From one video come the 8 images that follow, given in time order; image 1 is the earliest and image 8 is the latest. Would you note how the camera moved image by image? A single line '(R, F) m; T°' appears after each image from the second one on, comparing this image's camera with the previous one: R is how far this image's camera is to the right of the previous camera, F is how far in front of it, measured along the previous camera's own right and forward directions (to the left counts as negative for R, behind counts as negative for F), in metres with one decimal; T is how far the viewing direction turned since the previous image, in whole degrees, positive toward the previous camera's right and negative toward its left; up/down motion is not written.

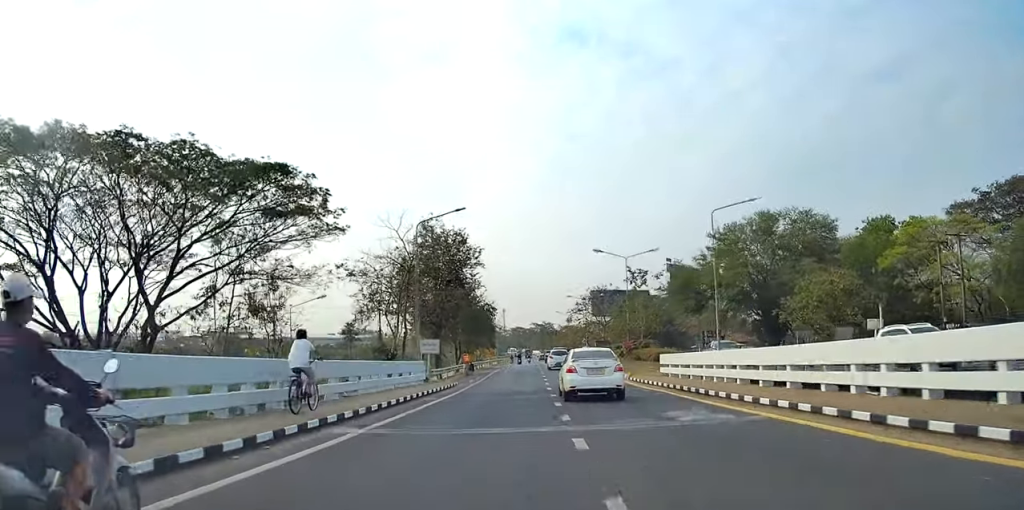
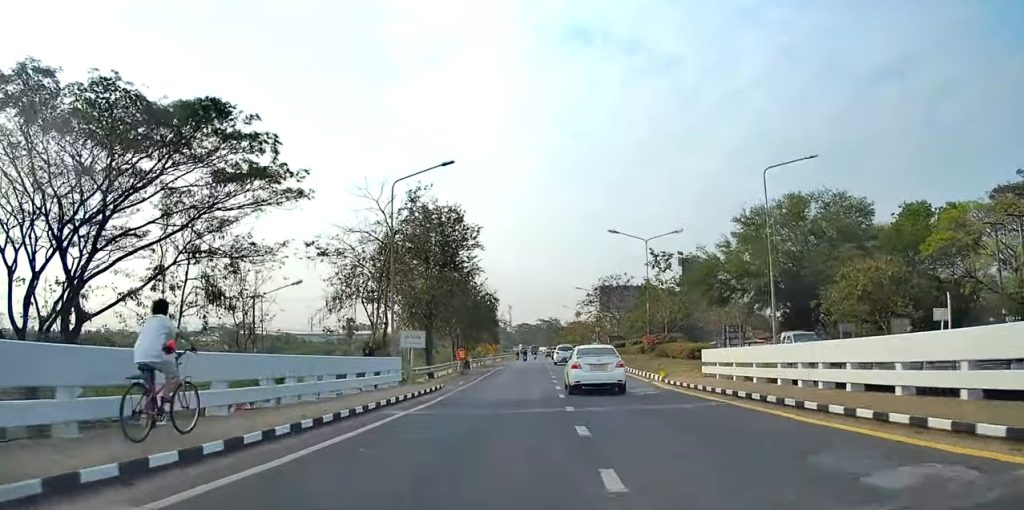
(0.0, +7.6) m; 0°
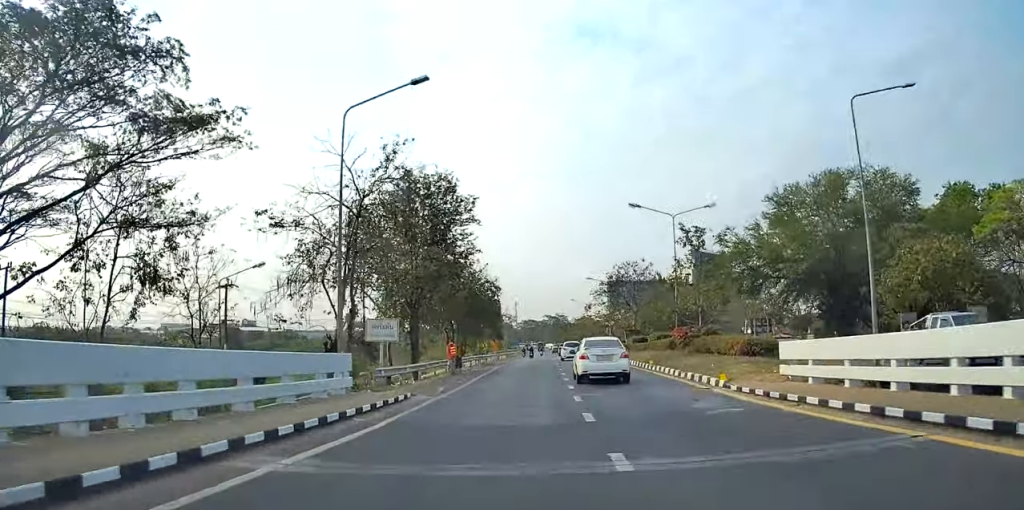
(0.0, +8.4) m; 0°
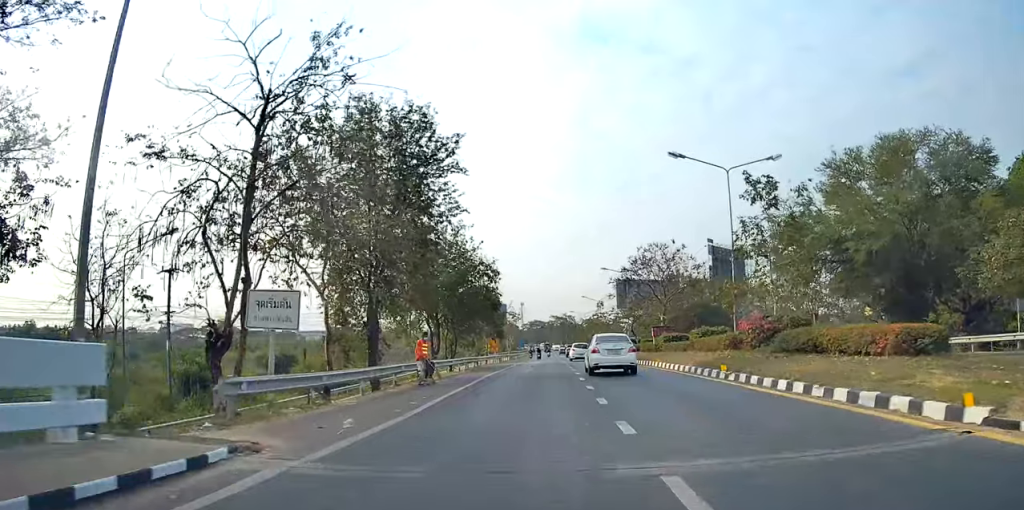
(0.0, +11.9) m; +1°
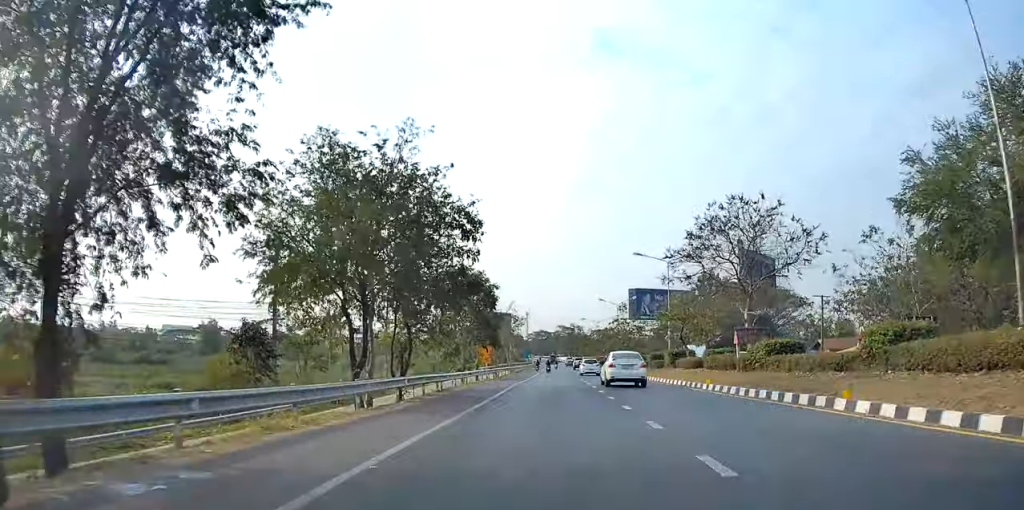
(+0.3, +17.2) m; +1°
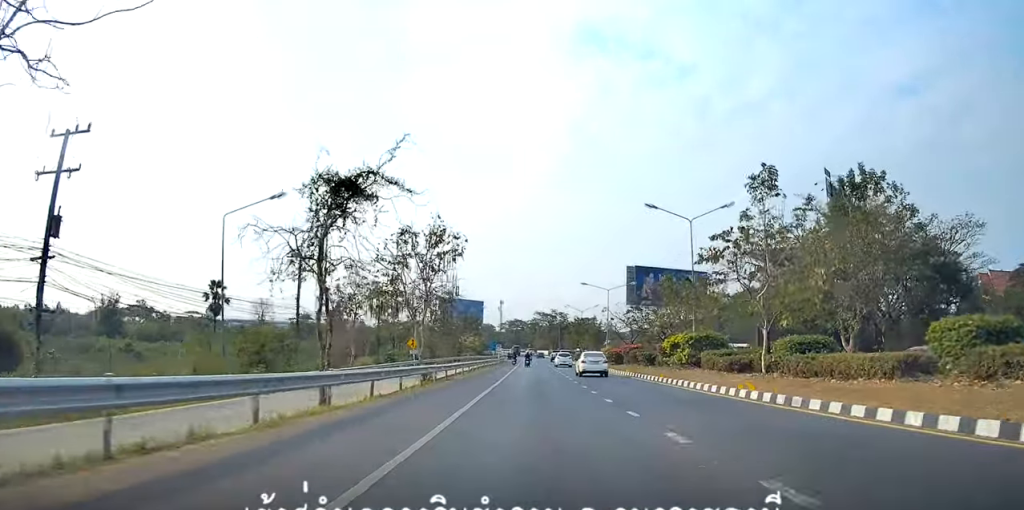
(-2.4, +58.0) m; -3°
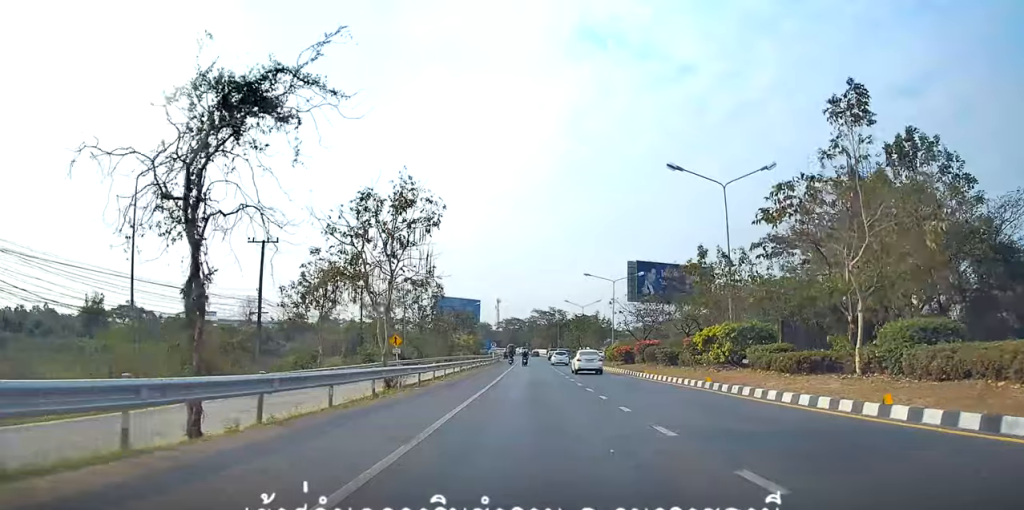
(0.0, +7.2) m; 0°
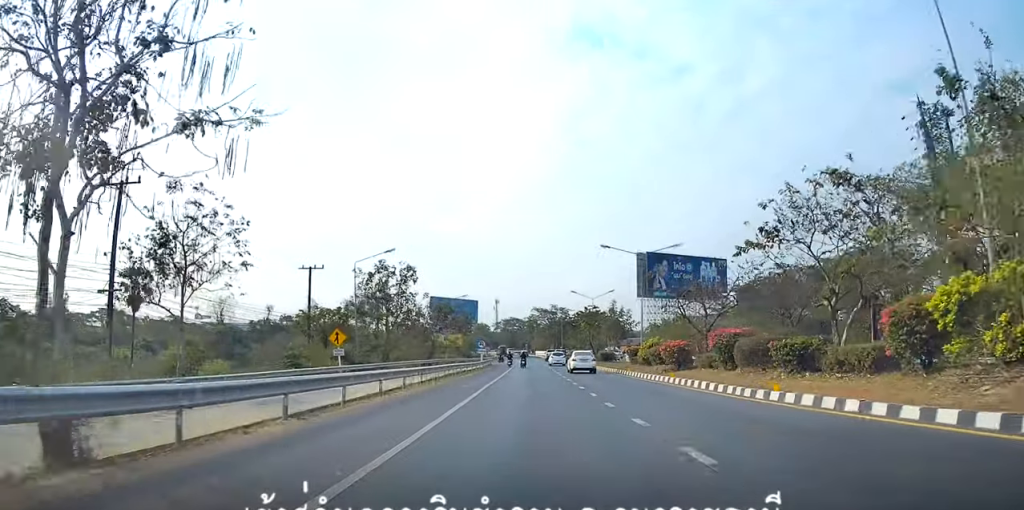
(+0.2, +17.7) m; +2°
